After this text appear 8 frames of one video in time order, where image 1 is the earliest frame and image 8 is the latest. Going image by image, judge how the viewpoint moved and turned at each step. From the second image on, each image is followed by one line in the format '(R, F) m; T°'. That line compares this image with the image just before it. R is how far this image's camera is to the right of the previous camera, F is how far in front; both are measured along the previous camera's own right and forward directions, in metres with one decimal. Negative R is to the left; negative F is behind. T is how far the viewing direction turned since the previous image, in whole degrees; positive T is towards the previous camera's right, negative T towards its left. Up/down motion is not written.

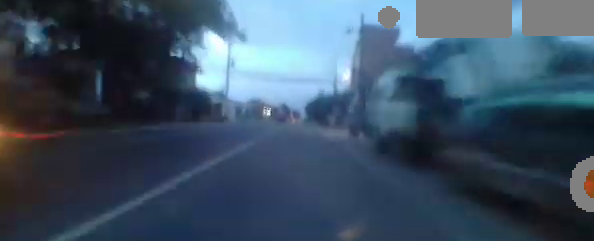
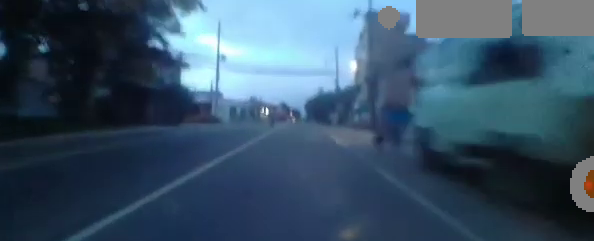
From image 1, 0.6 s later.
(+0.3, +5.8) m; +1°
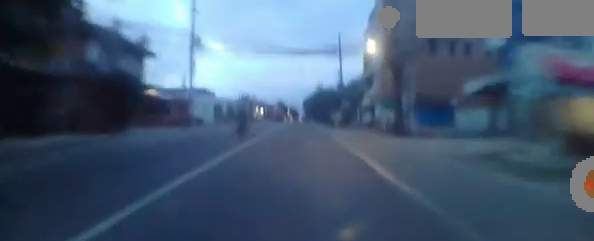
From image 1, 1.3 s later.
(-0.6, +7.9) m; -1°
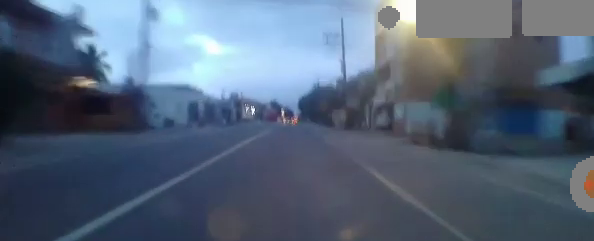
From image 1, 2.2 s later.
(+0.5, +8.9) m; +3°
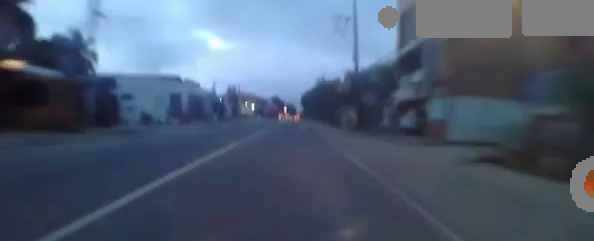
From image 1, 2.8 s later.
(+0.1, +6.5) m; 0°
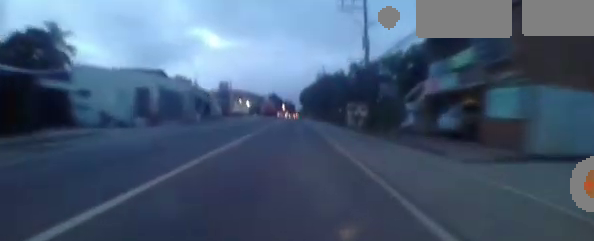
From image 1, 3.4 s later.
(+0.1, +7.0) m; -2°
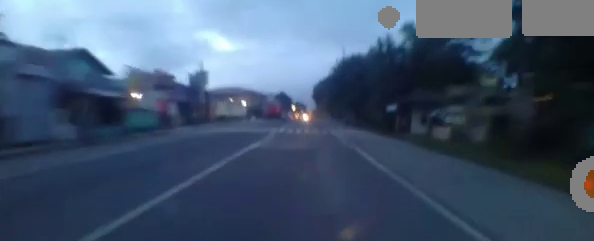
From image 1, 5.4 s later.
(0.0, +21.5) m; 0°
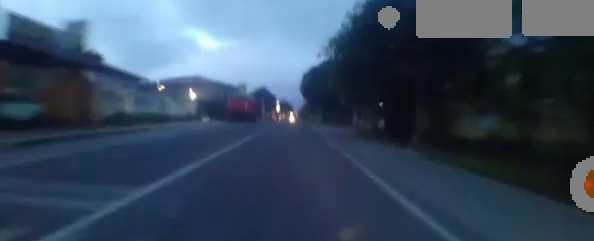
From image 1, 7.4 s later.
(-0.9, +22.4) m; 0°
